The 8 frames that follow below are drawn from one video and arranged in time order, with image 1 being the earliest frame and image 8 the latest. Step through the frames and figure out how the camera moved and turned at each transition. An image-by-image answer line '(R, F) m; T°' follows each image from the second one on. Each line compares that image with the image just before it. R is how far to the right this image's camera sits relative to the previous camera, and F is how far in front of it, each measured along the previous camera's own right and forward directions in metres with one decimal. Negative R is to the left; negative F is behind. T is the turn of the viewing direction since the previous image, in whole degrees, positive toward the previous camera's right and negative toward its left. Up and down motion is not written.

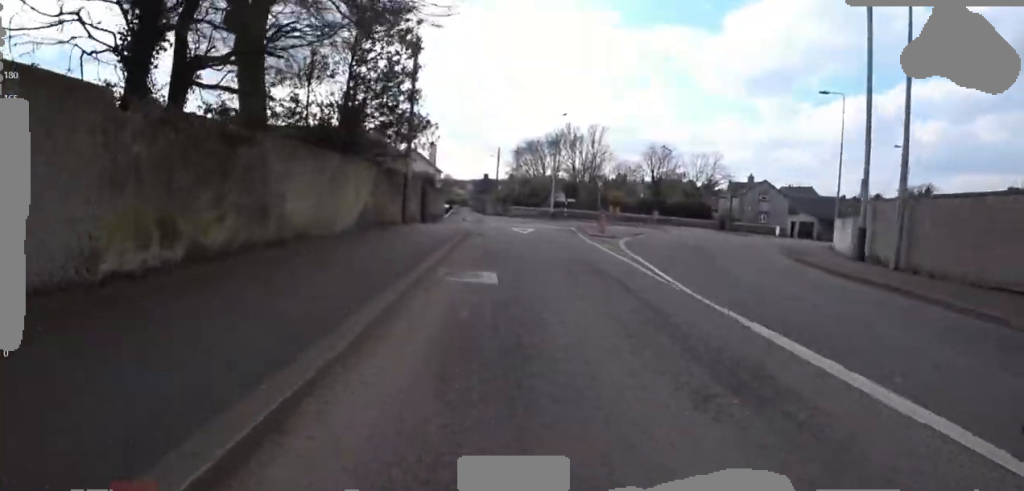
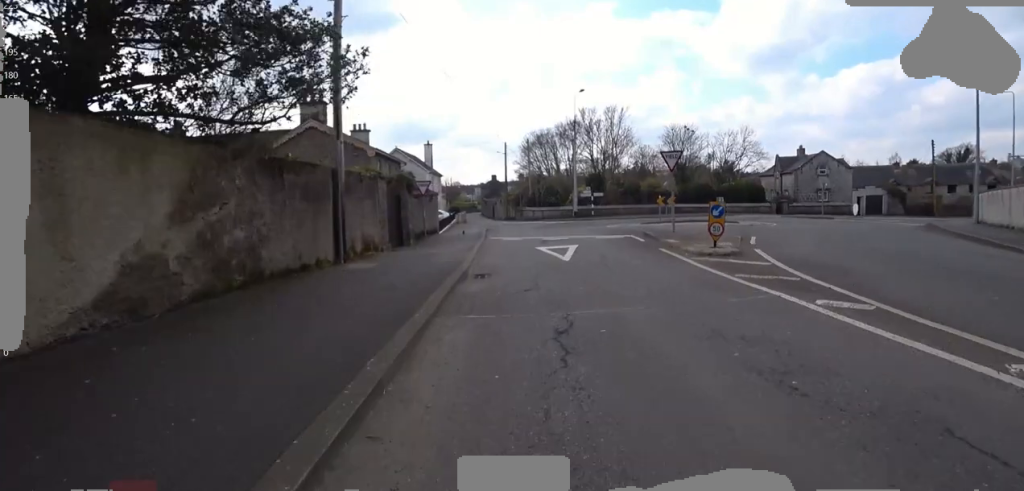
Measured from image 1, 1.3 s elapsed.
(-0.6, +8.0) m; +1°
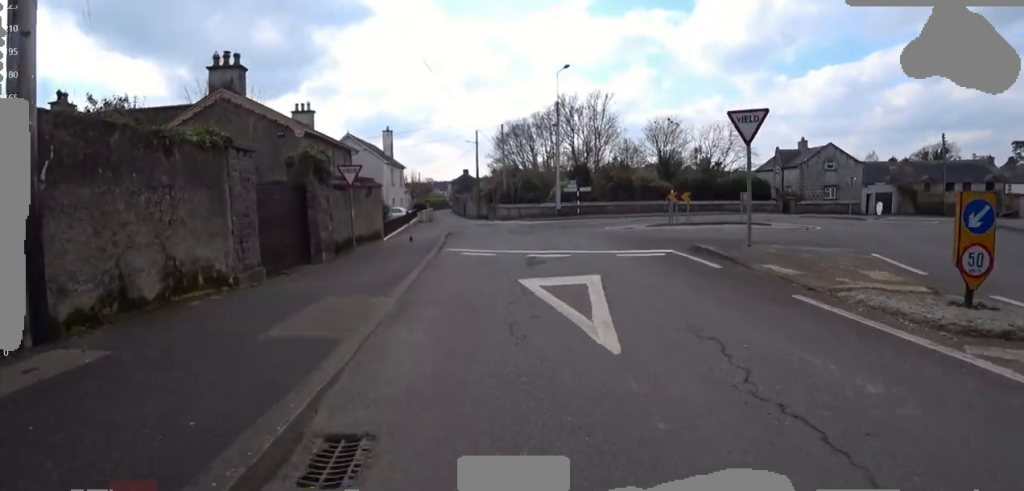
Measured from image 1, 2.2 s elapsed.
(+0.7, +5.9) m; +7°
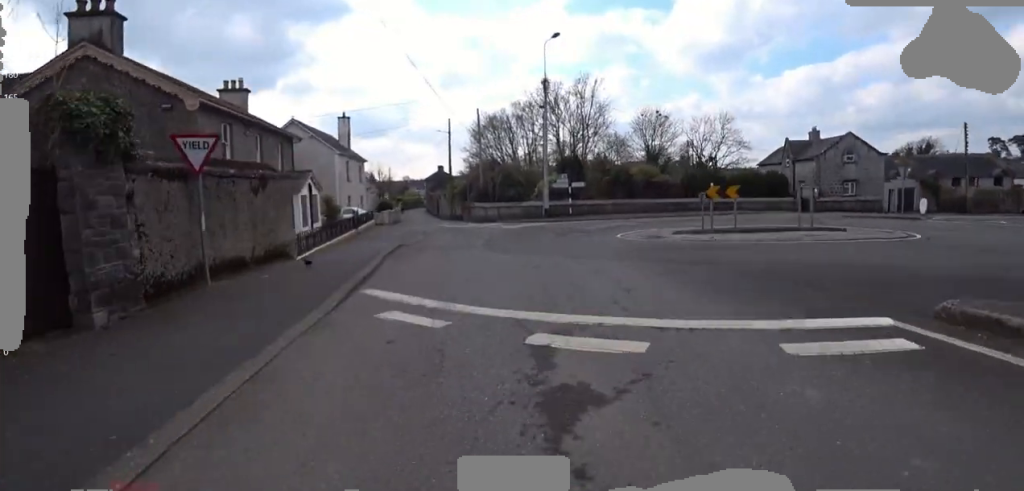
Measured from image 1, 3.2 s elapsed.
(0.0, +5.9) m; 0°
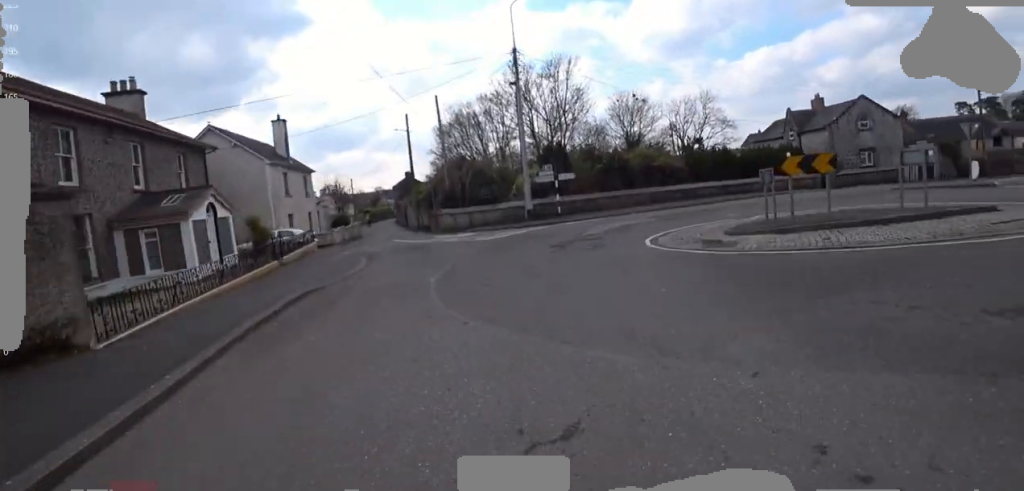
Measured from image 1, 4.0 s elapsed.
(0.0, +5.5) m; +18°
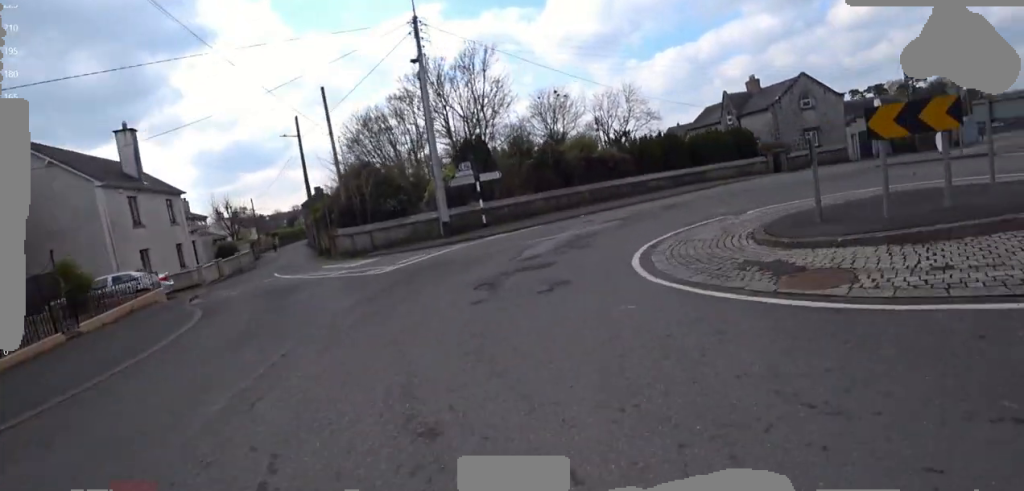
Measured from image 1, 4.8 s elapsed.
(+1.4, +4.4) m; +15°
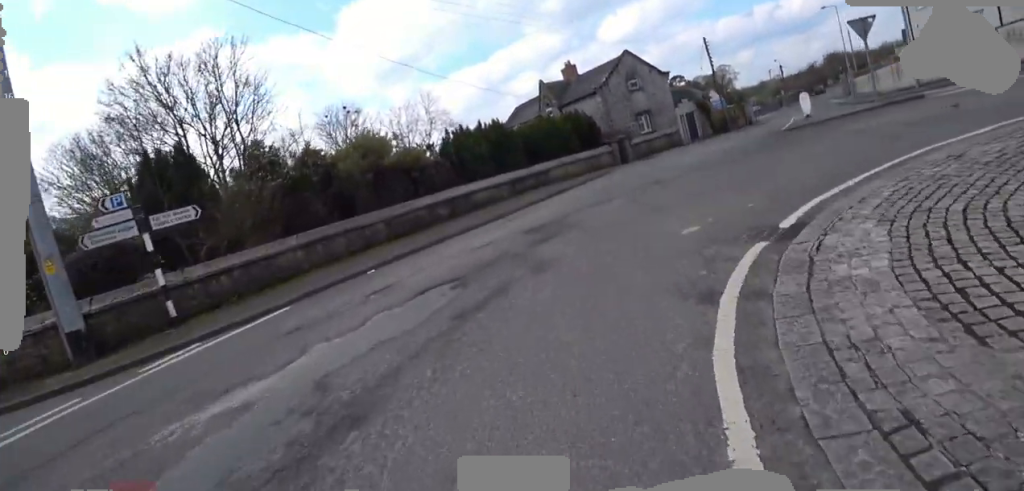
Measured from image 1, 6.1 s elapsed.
(+0.7, +7.7) m; +11°
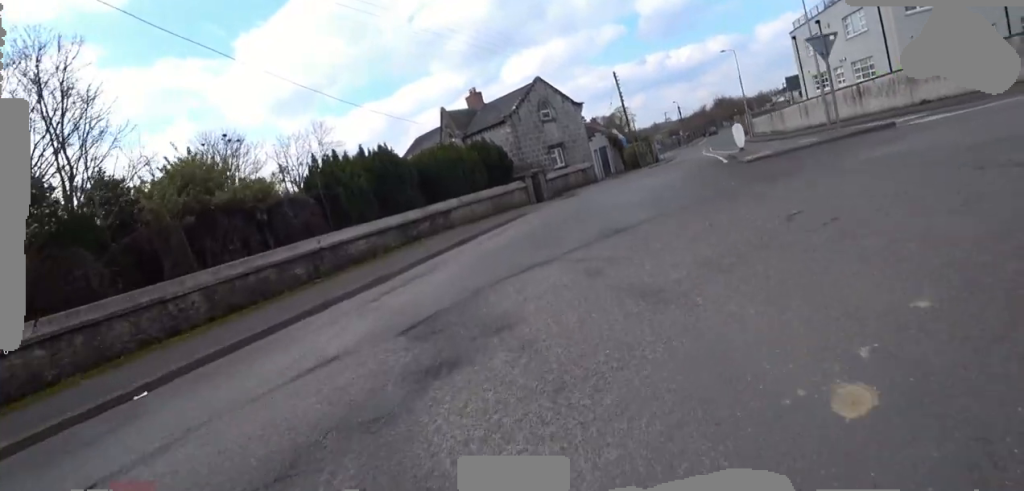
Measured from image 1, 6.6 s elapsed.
(+0.3, +3.4) m; +8°
